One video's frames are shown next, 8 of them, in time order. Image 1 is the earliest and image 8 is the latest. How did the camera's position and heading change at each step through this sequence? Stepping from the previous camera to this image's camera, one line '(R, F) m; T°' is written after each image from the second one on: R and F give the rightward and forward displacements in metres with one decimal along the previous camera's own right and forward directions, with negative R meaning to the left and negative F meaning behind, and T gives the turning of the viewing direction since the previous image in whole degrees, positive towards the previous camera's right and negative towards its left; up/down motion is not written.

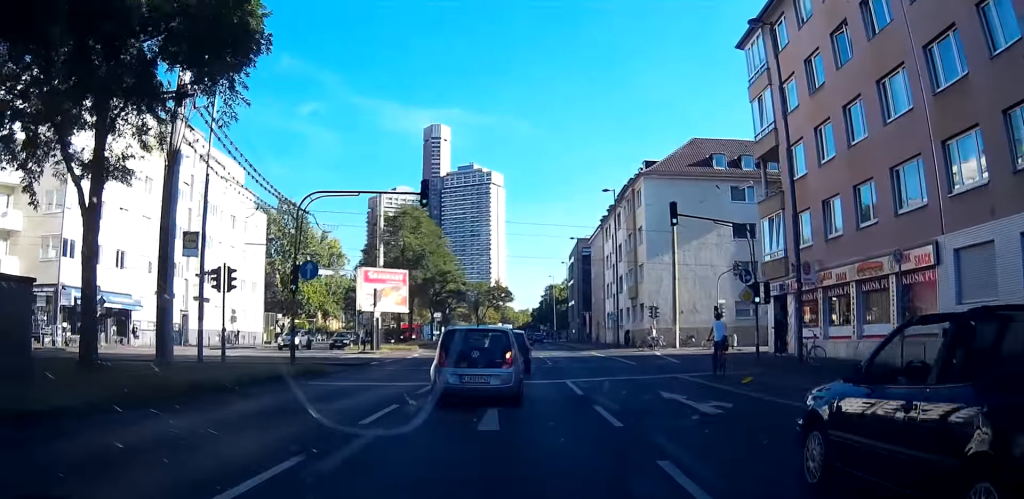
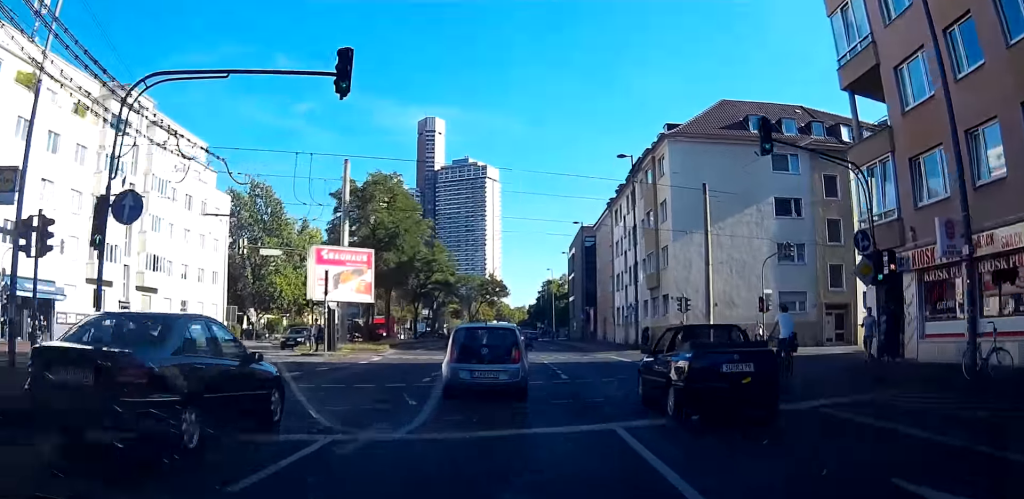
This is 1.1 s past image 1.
(-0.2, +11.9) m; -1°
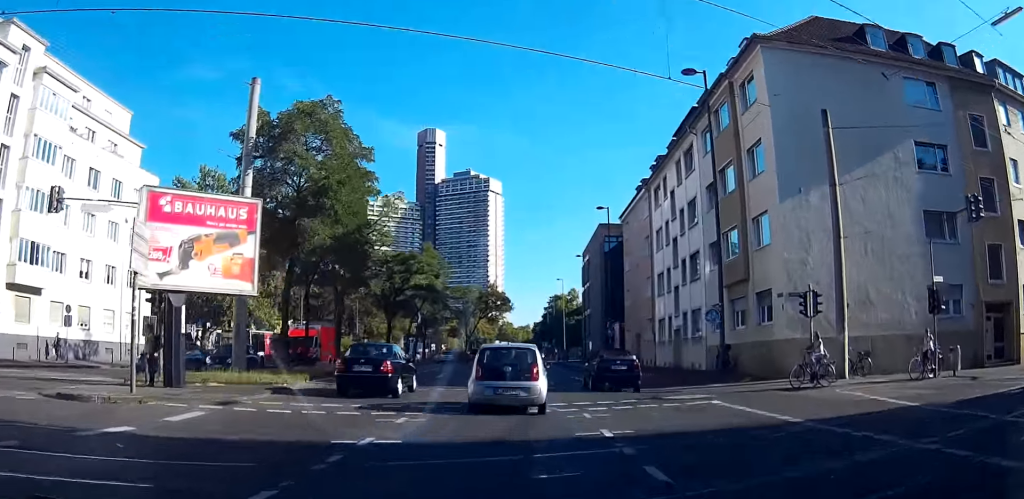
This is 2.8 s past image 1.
(-0.2, +21.9) m; -1°
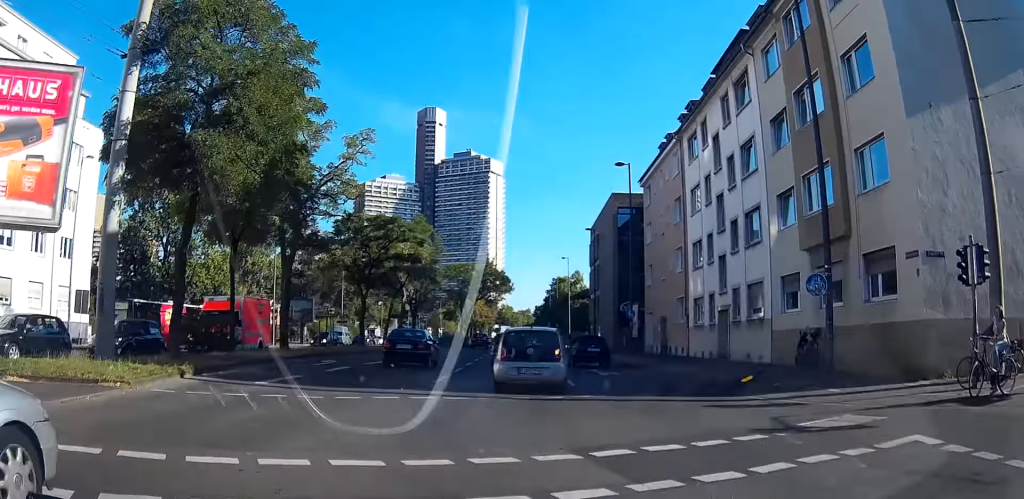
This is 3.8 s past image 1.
(-0.1, +12.1) m; -1°
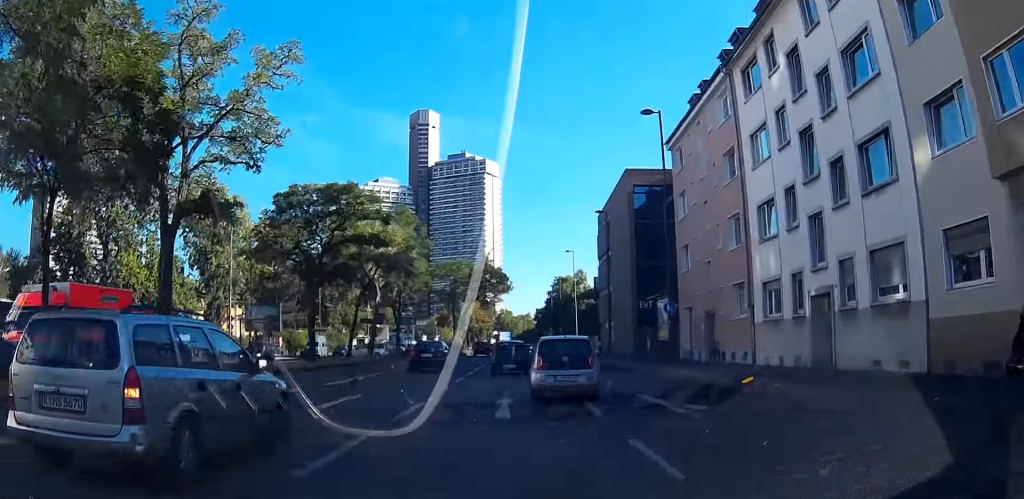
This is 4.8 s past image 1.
(-0.2, +13.9) m; -1°
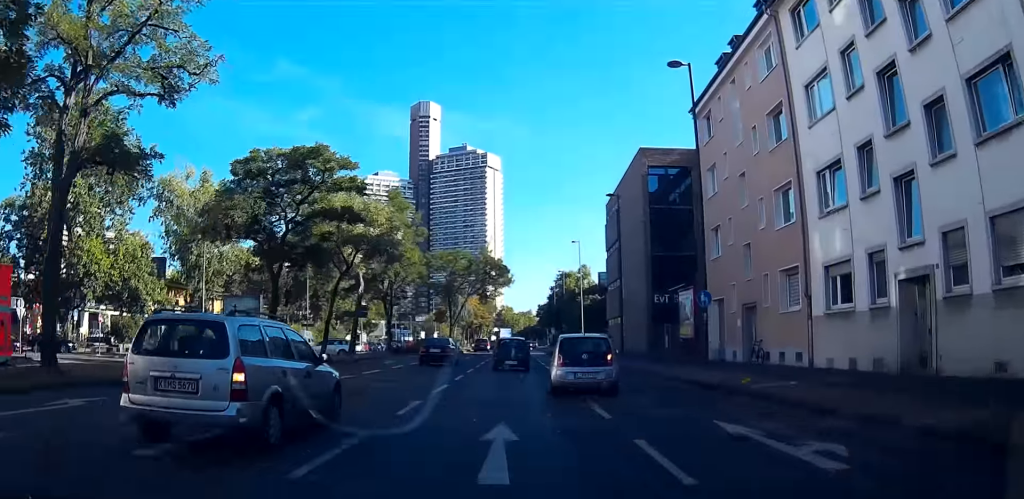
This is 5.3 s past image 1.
(-0.1, +6.9) m; 0°
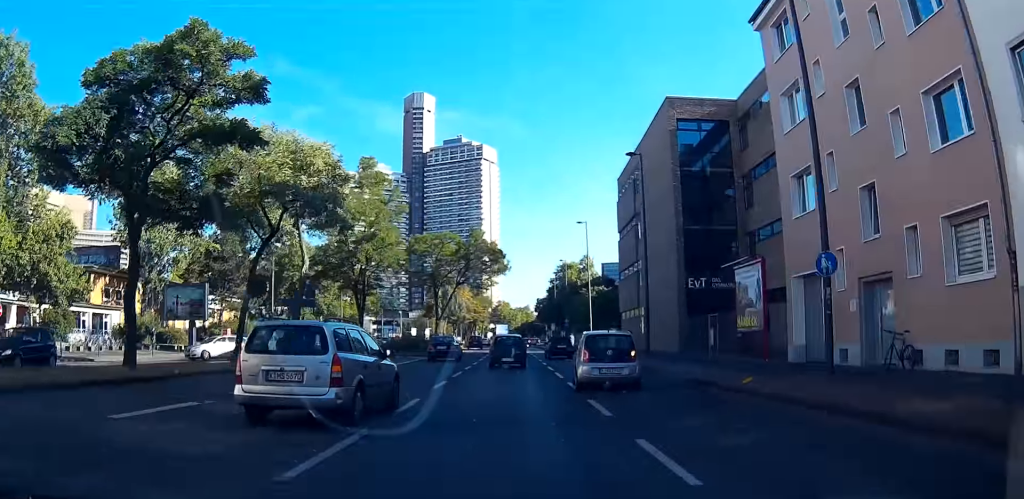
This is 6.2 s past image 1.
(+0.3, +12.9) m; -1°
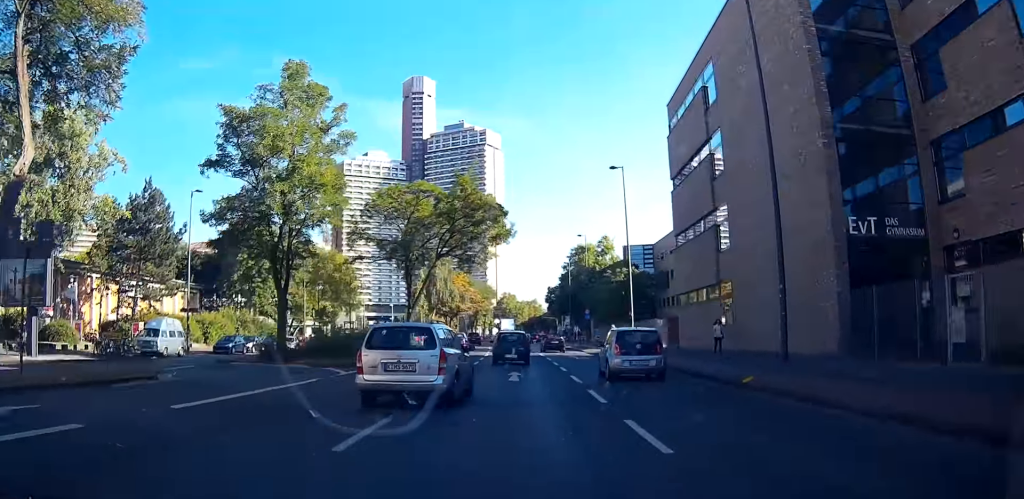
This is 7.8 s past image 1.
(-1.3, +22.4) m; -3°
